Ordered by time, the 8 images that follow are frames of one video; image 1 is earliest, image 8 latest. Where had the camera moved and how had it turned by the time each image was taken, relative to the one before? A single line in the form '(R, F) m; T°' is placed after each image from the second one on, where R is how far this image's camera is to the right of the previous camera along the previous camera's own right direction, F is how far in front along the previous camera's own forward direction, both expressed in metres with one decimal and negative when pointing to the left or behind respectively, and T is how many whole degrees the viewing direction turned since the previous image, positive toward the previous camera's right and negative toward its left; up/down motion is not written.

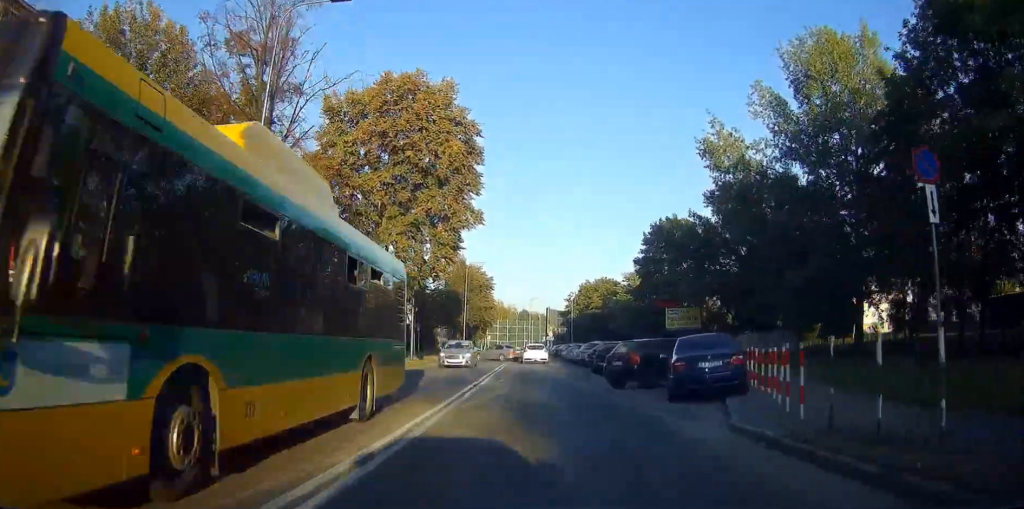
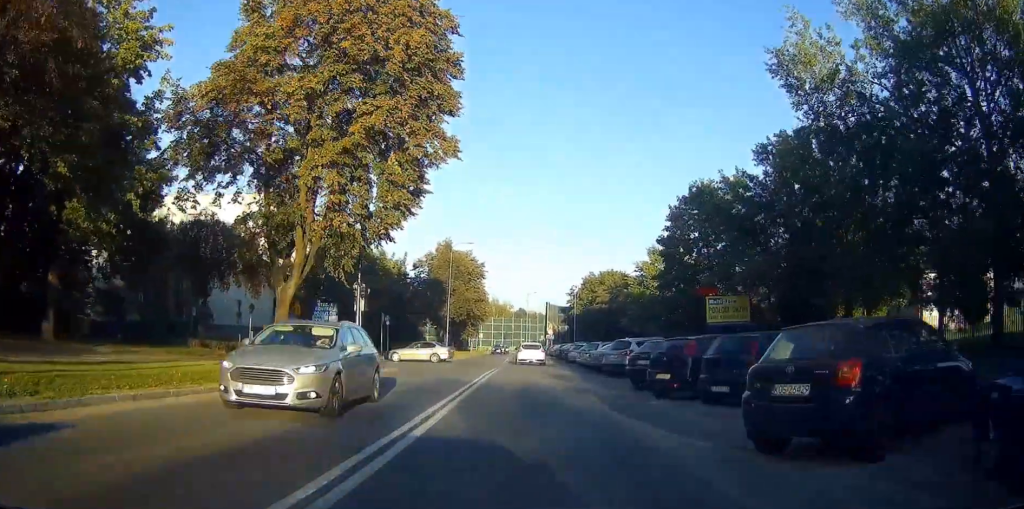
(+0.1, +13.7) m; 0°
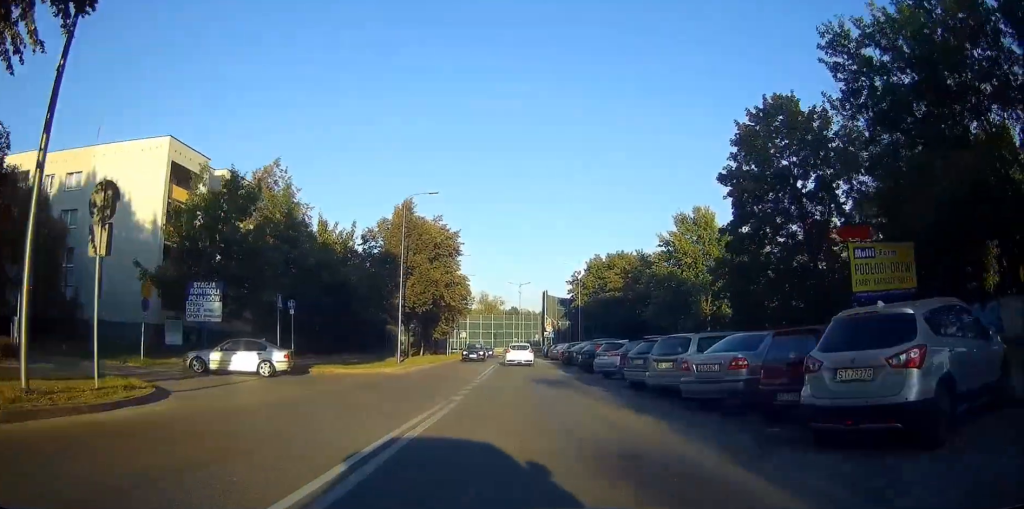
(-0.1, +21.1) m; 0°
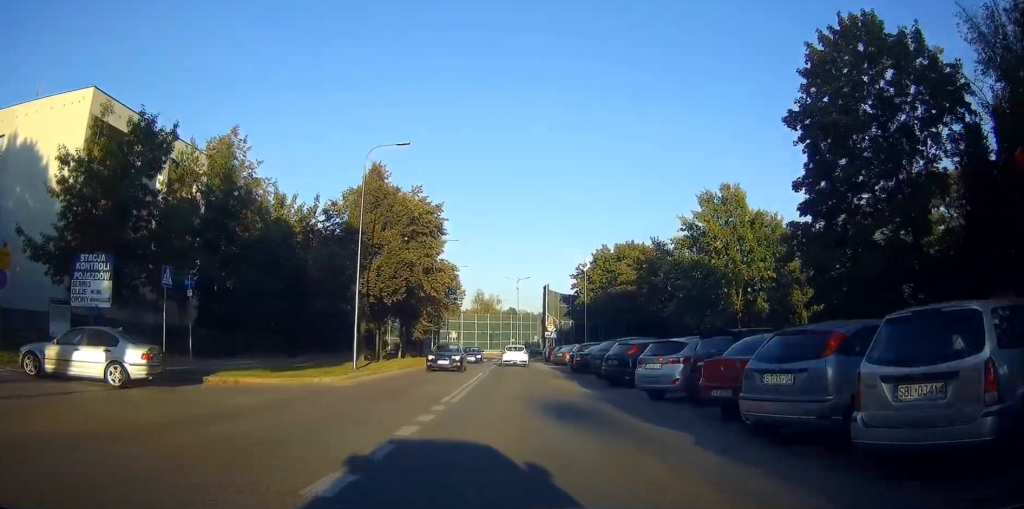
(0.0, +10.5) m; 0°
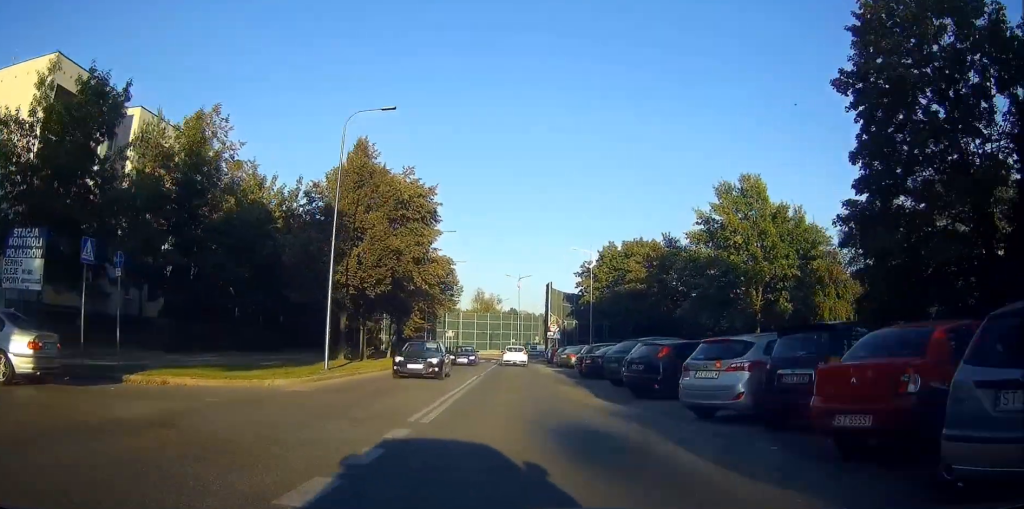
(0.0, +4.7) m; 0°
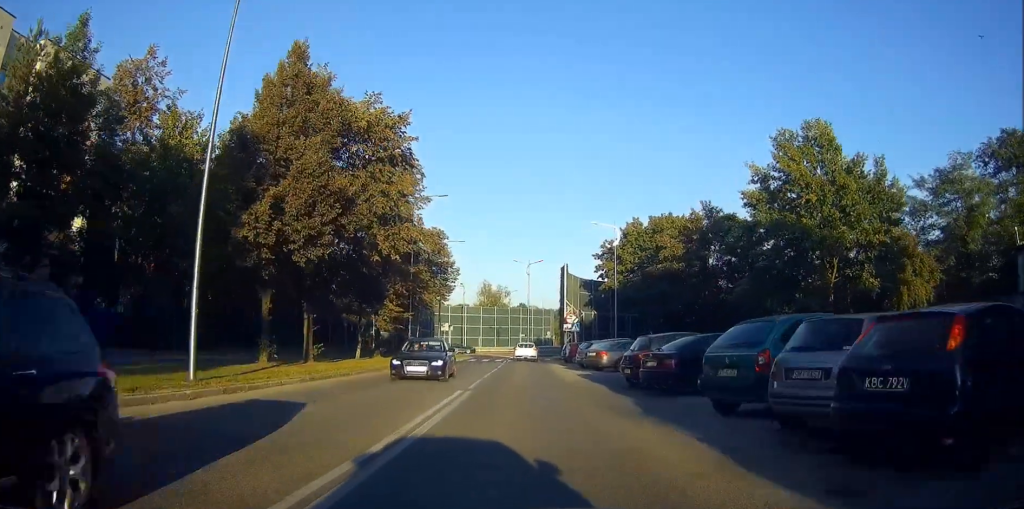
(0.0, +12.0) m; -1°
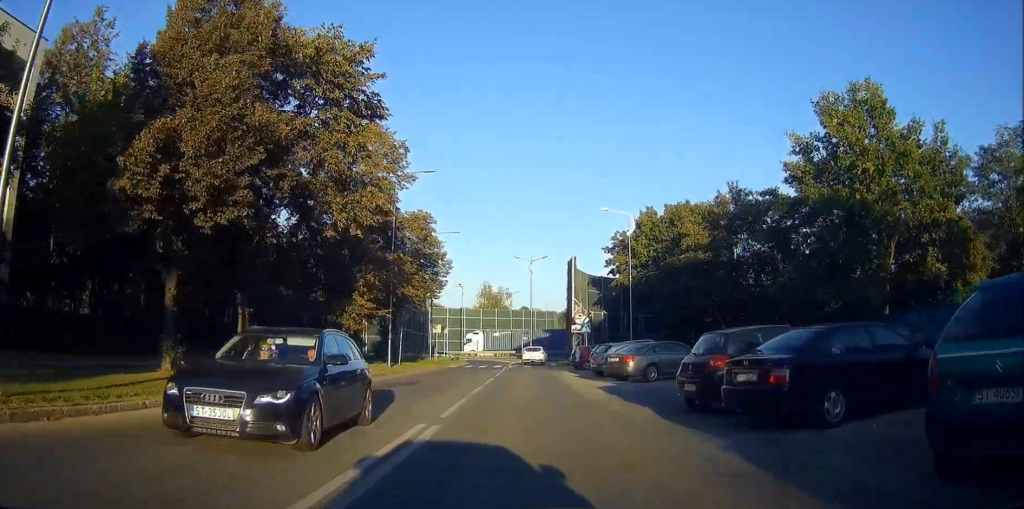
(0.0, +6.9) m; 0°
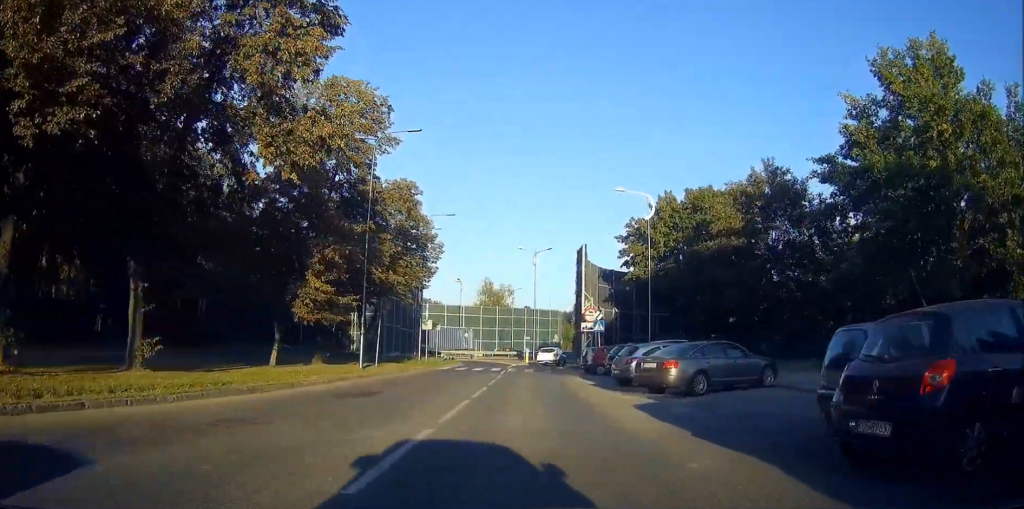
(0.0, +6.5) m; 0°
